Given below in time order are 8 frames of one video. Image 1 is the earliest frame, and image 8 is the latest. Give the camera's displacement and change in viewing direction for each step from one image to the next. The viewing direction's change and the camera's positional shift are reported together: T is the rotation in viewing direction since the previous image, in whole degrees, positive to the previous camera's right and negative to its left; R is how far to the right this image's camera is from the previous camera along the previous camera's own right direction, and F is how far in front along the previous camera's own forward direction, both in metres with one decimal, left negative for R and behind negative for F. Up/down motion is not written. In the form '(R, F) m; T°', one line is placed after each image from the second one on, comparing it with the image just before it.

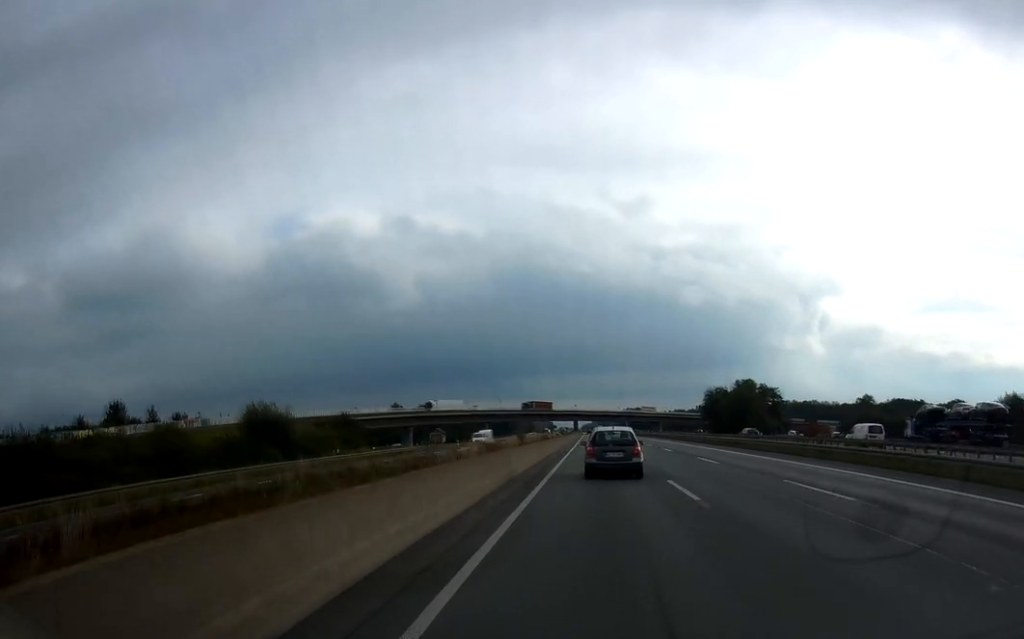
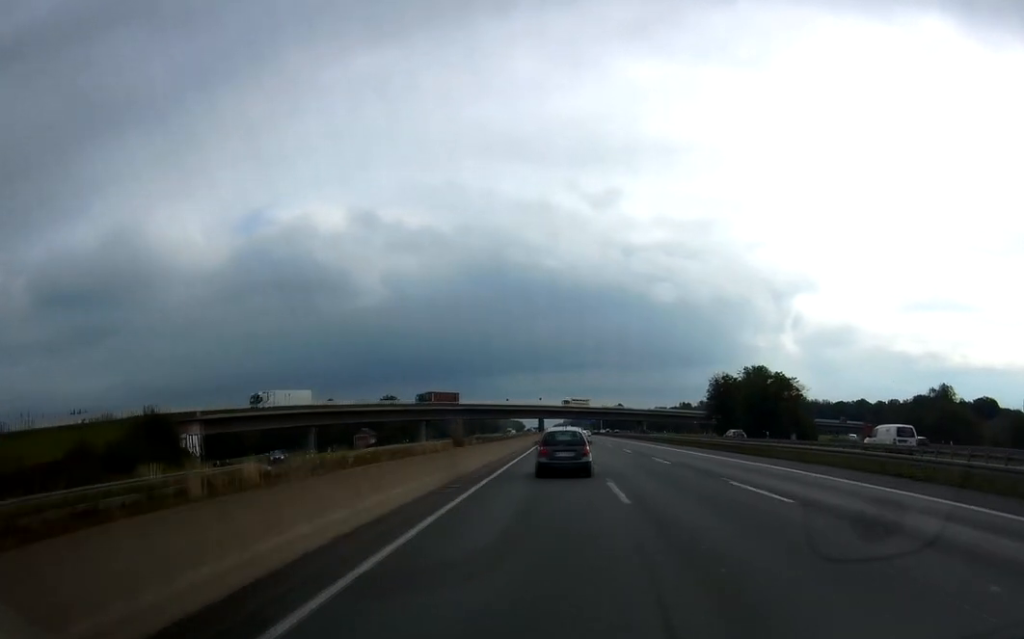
(+0.1, +53.0) m; 0°
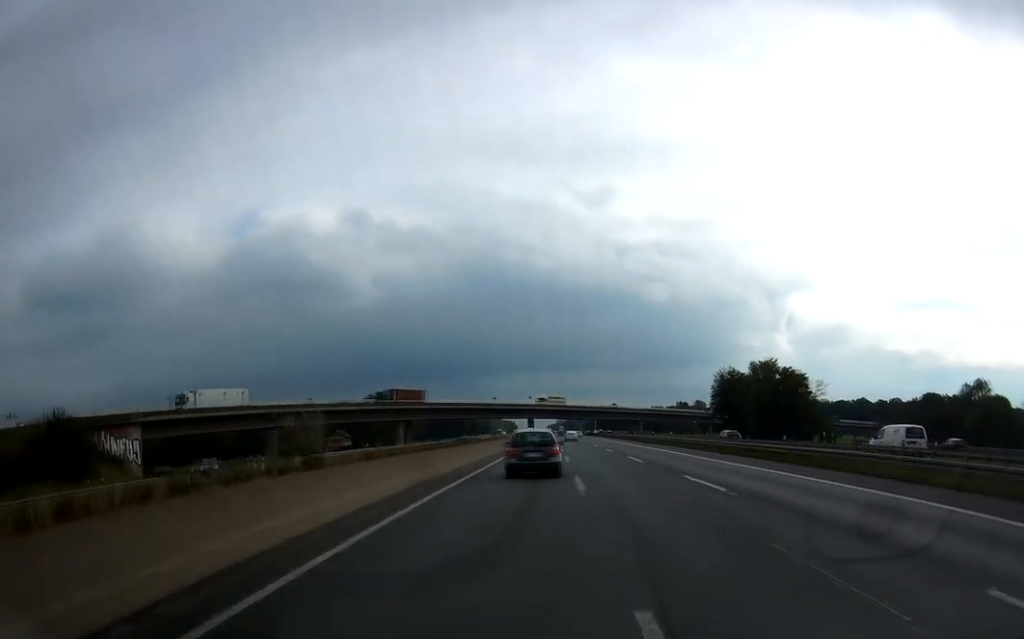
(0.0, +15.2) m; 0°
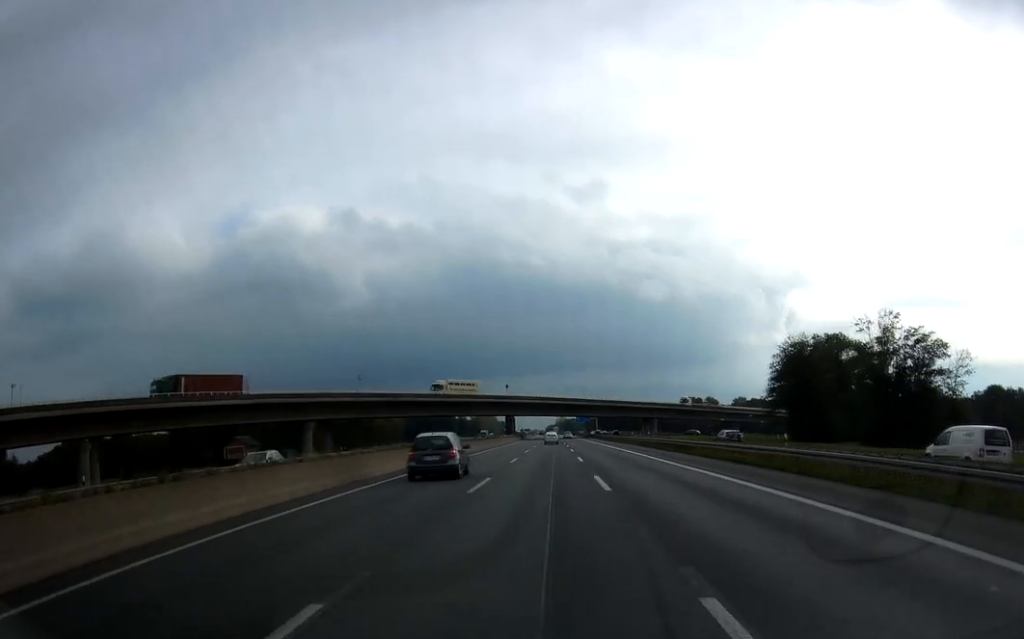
(+0.6, +52.4) m; +2°
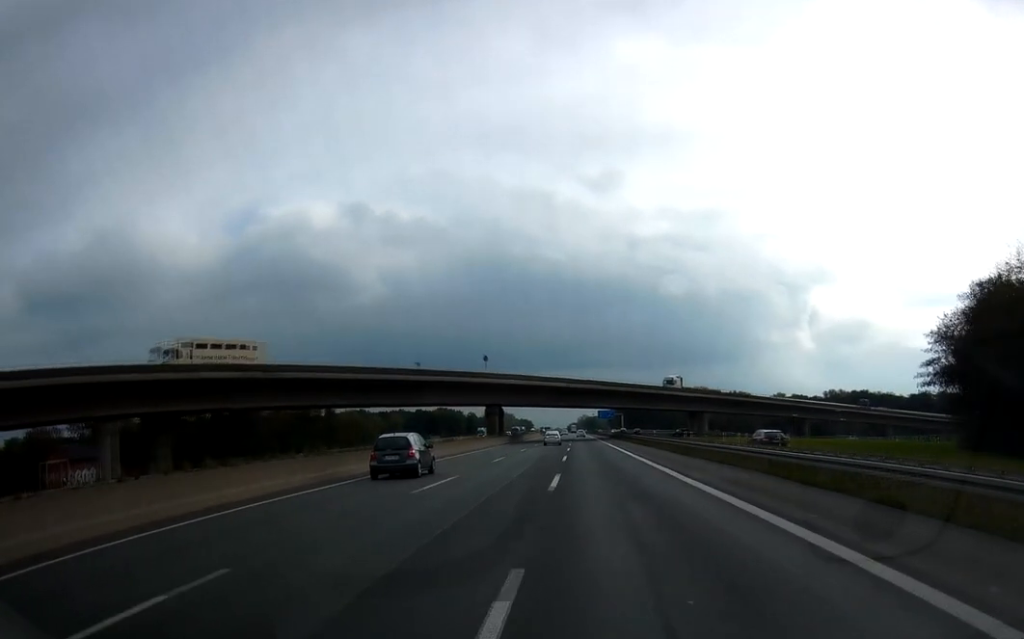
(+0.5, +52.6) m; 0°
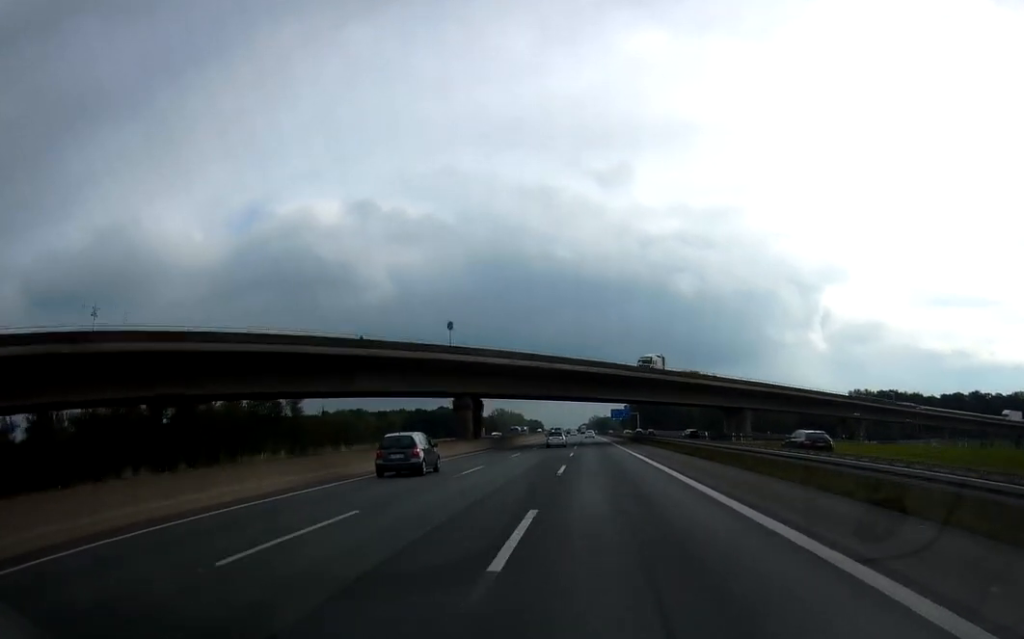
(0.0, +29.3) m; 0°
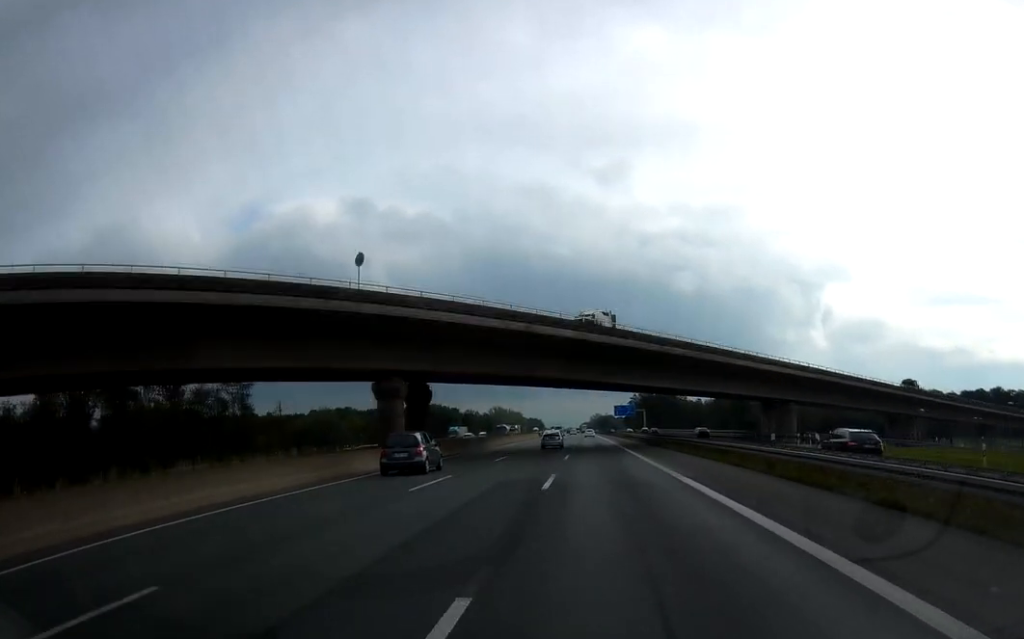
(0.0, +25.3) m; 0°
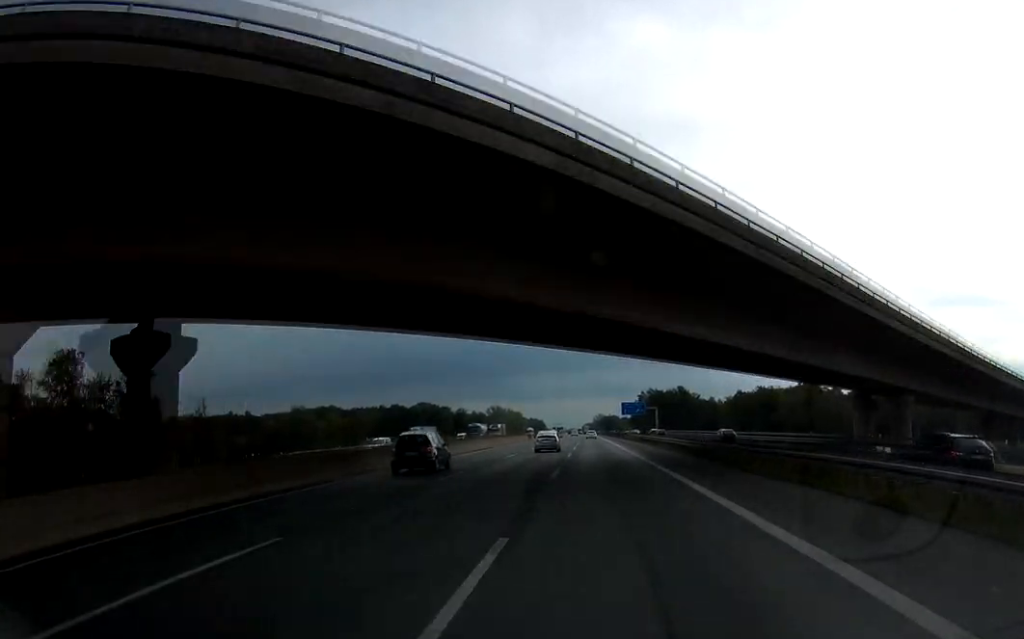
(-0.1, +33.8) m; -1°
